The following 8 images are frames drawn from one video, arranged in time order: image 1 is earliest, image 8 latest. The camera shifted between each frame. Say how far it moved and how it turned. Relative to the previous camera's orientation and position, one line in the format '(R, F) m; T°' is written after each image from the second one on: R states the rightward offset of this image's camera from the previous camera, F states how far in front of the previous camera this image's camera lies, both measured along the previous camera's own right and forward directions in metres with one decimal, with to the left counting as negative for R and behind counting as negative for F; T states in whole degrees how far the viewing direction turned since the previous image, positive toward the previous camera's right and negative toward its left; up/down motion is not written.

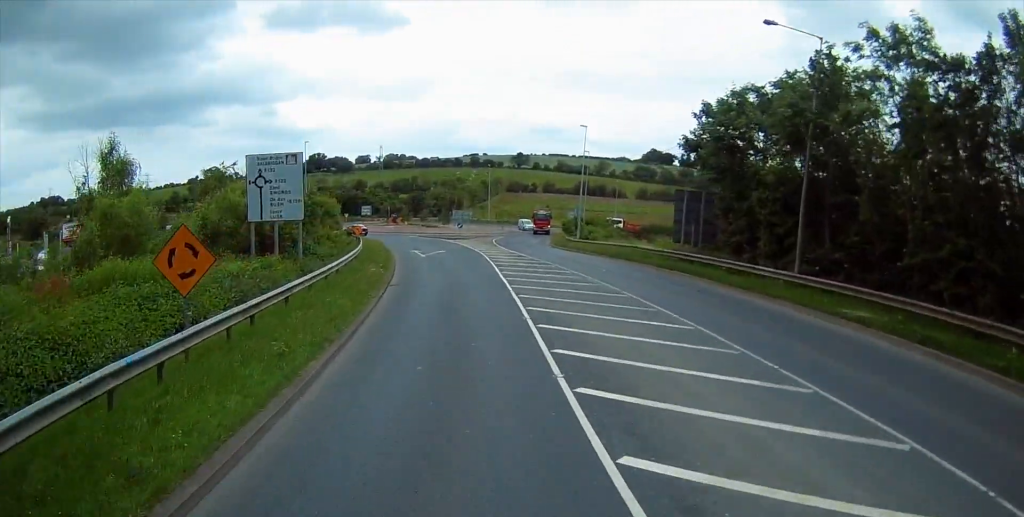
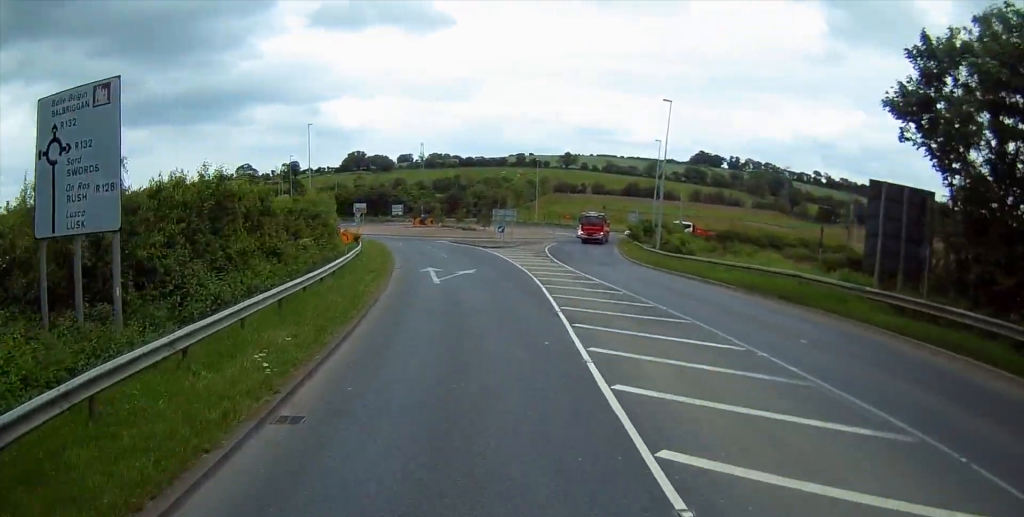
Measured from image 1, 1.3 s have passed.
(-0.5, +16.4) m; -4°
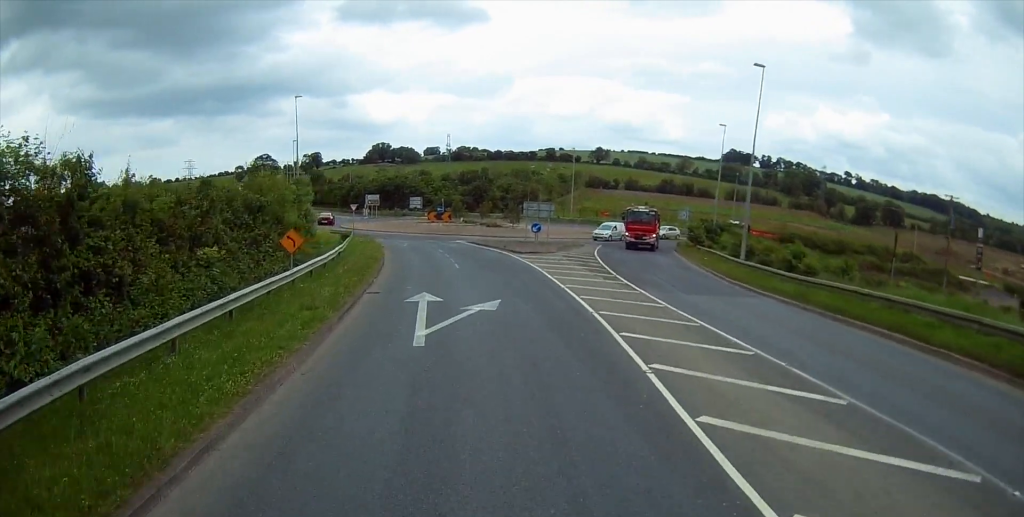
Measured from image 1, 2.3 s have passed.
(-0.3, +12.9) m; -3°
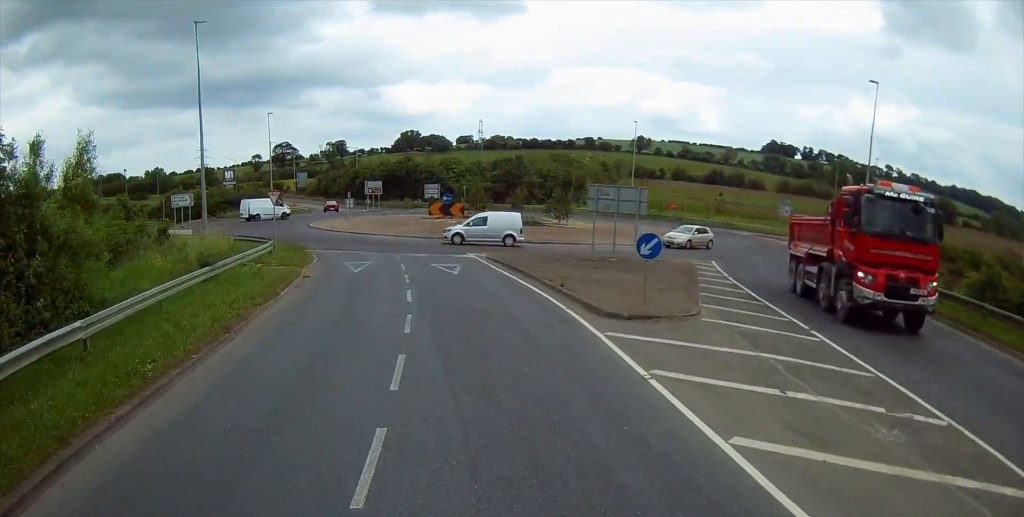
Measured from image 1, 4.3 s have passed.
(-1.1, +24.7) m; -3°
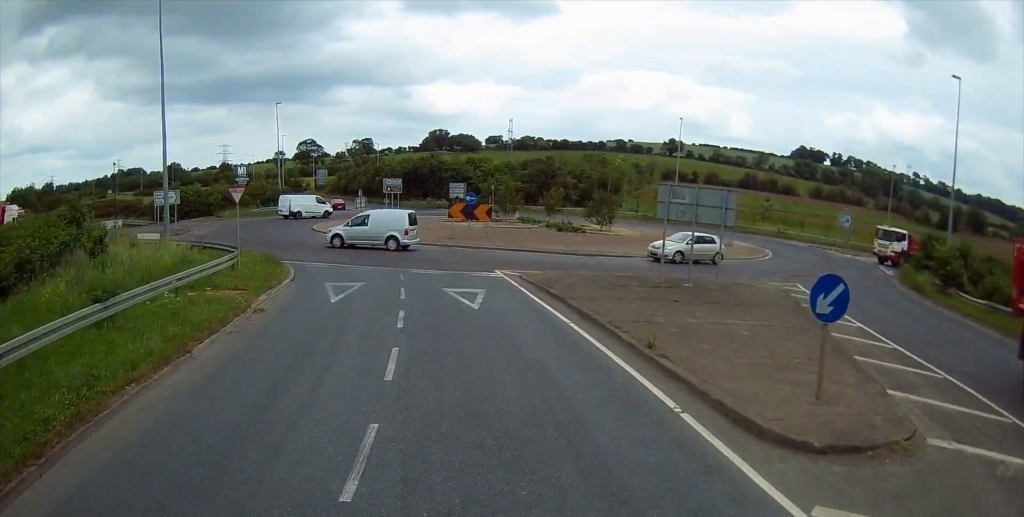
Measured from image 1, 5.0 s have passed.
(+0.3, +8.1) m; -1°
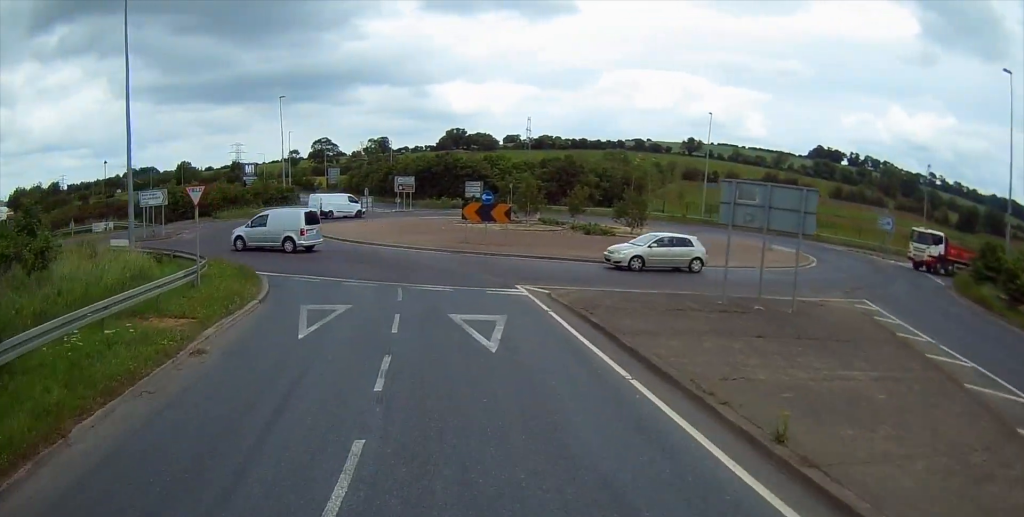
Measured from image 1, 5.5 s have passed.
(-0.1, +5.0) m; -3°
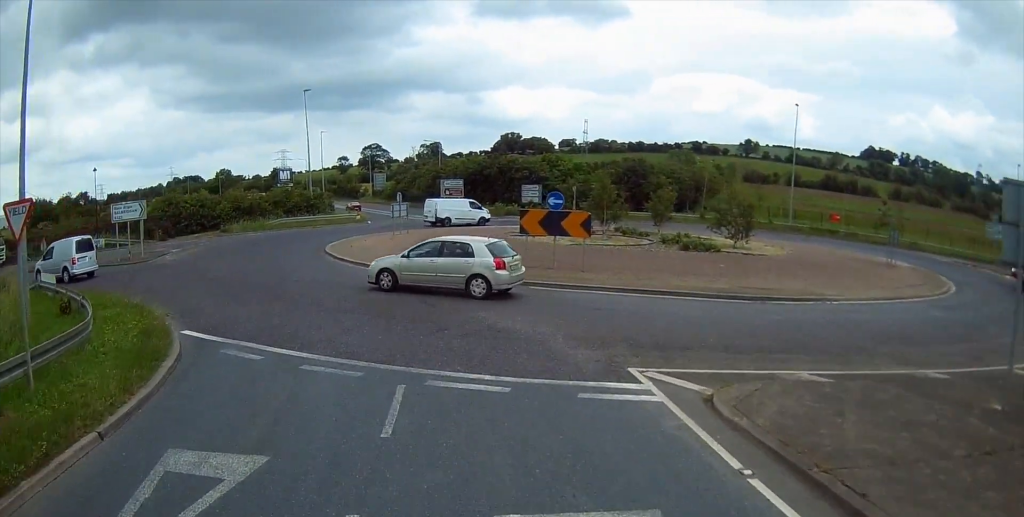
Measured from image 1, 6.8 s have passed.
(-0.8, +10.7) m; -5°
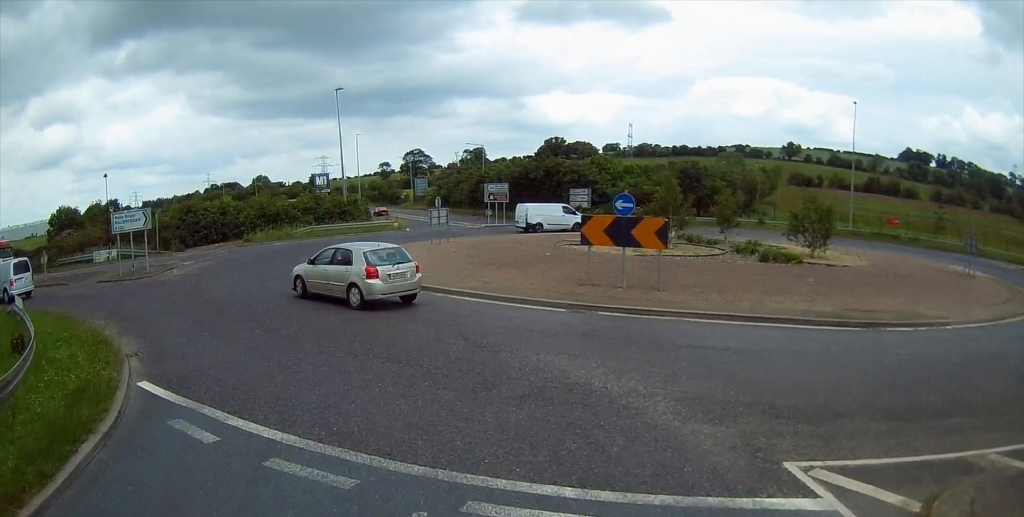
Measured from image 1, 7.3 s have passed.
(0.0, +4.1) m; -3°
